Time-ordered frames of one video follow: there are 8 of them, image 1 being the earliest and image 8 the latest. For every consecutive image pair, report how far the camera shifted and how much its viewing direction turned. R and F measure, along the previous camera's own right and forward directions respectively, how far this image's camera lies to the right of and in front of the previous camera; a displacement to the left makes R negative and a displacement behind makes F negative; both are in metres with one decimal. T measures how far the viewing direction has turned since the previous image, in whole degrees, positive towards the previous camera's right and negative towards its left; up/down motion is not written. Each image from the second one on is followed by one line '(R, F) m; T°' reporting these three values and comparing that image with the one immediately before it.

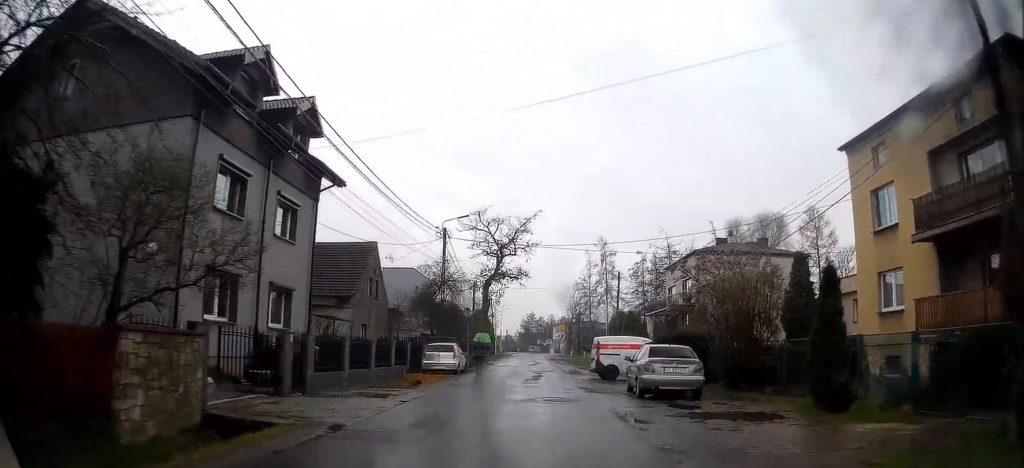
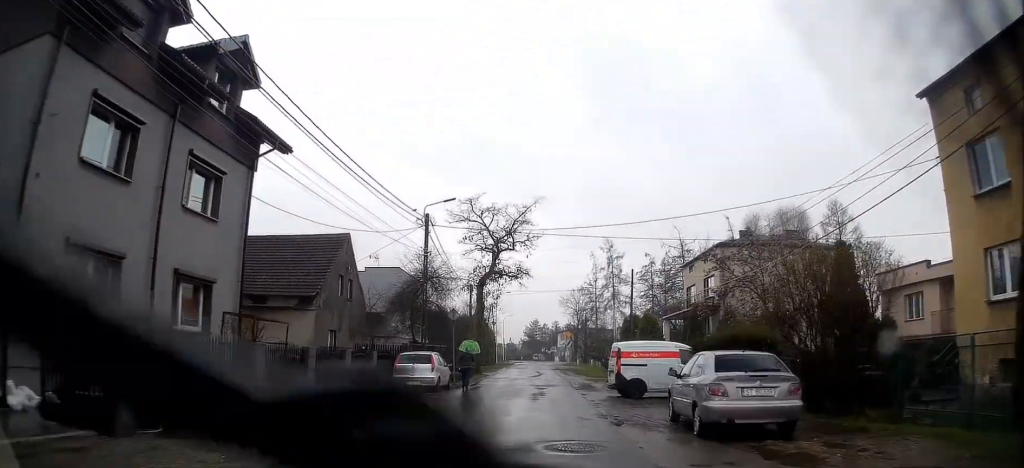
(+0.1, +6.1) m; +1°
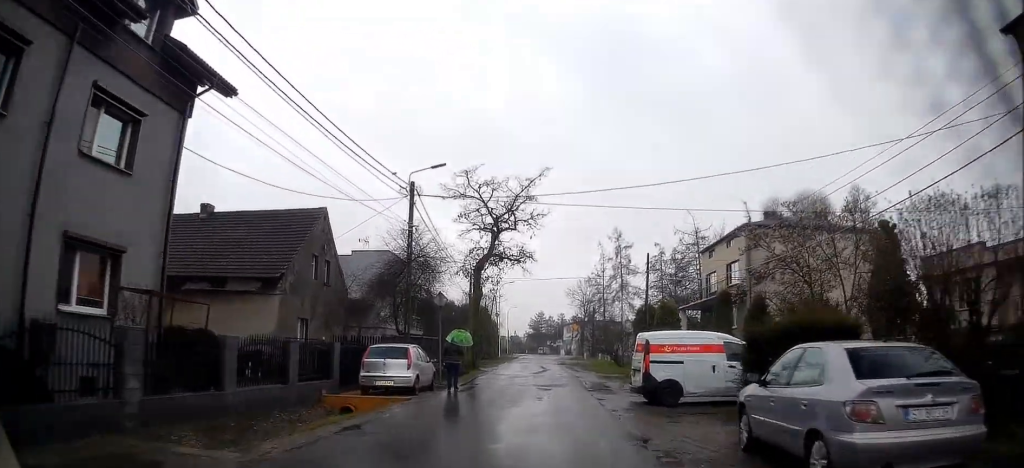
(0.0, +4.6) m; -1°
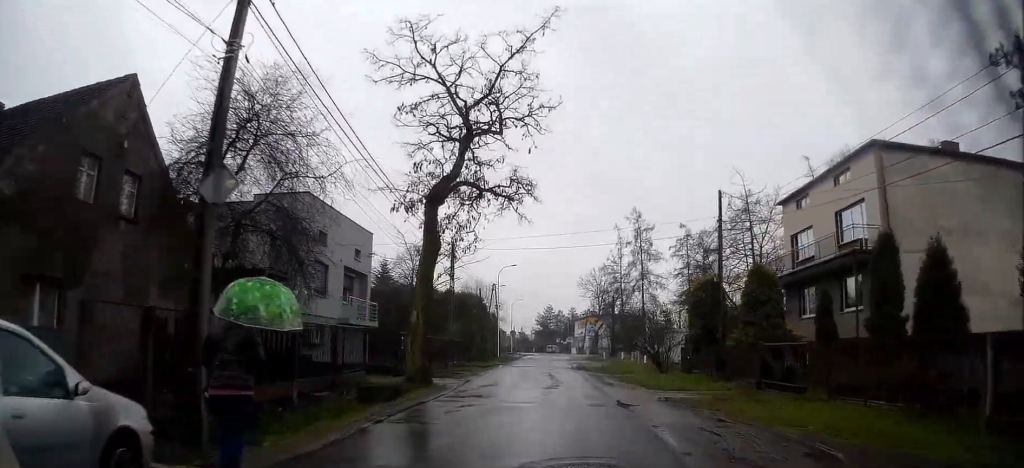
(-0.4, +15.5) m; -3°
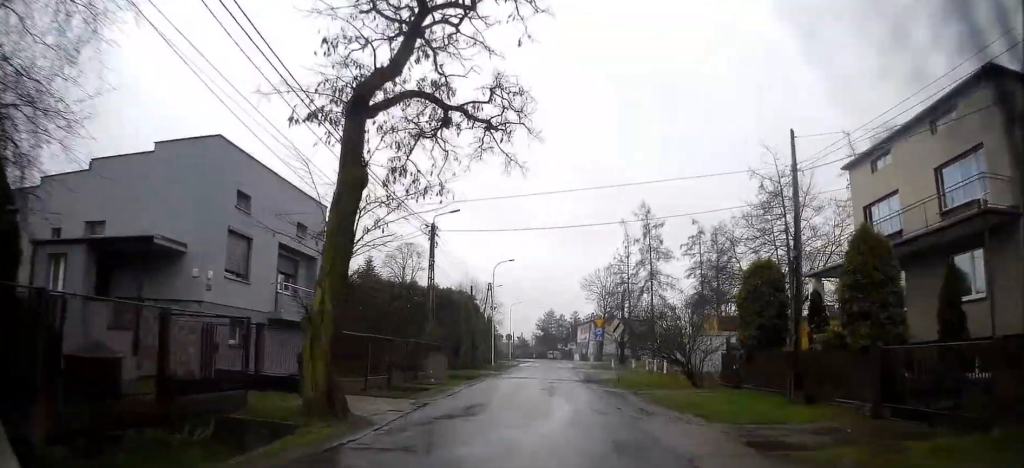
(0.0, +7.6) m; -1°
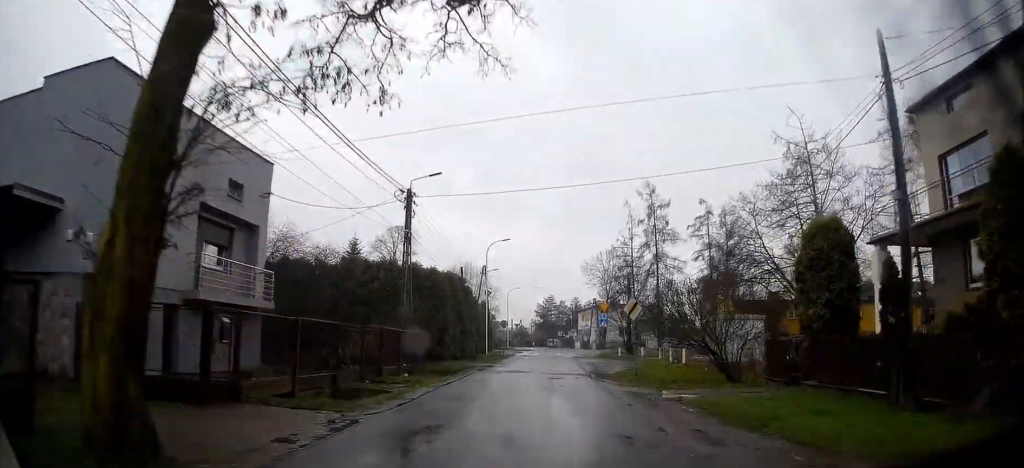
(-0.1, +5.4) m; -1°
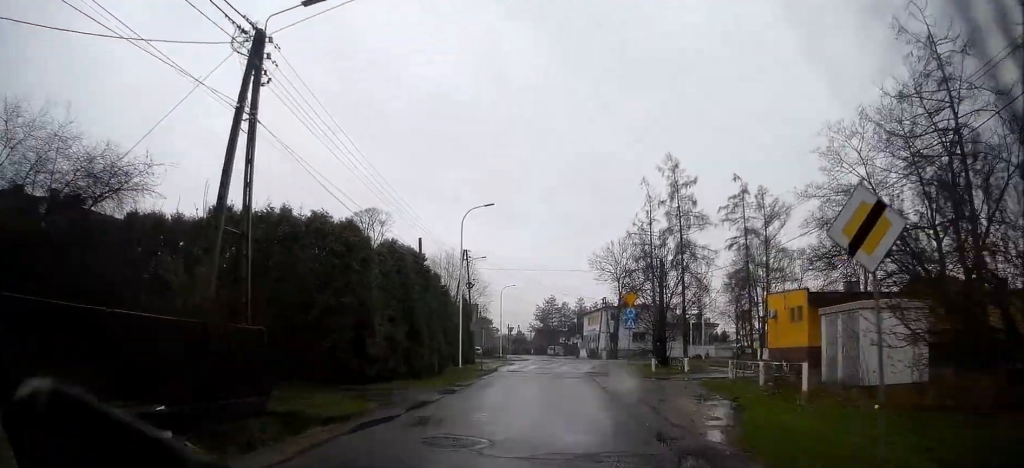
(-0.2, +16.0) m; 0°
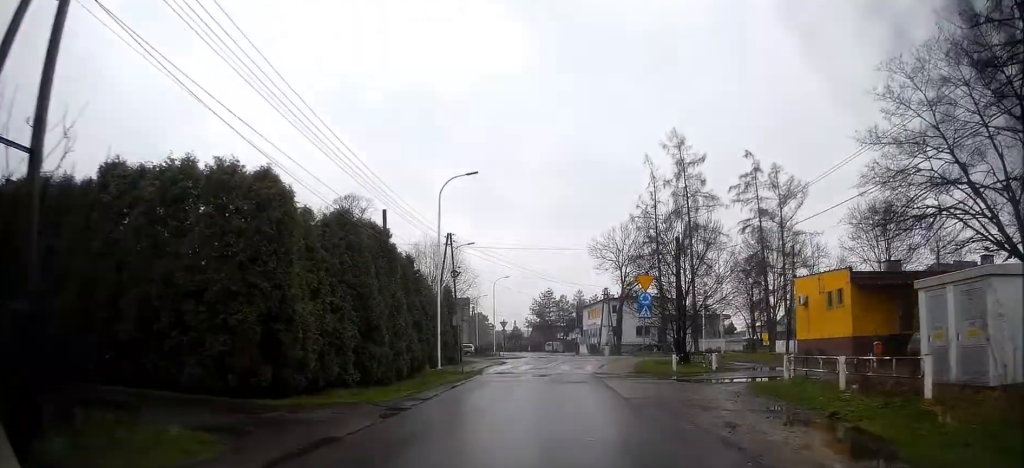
(+0.1, +6.4) m; +1°
